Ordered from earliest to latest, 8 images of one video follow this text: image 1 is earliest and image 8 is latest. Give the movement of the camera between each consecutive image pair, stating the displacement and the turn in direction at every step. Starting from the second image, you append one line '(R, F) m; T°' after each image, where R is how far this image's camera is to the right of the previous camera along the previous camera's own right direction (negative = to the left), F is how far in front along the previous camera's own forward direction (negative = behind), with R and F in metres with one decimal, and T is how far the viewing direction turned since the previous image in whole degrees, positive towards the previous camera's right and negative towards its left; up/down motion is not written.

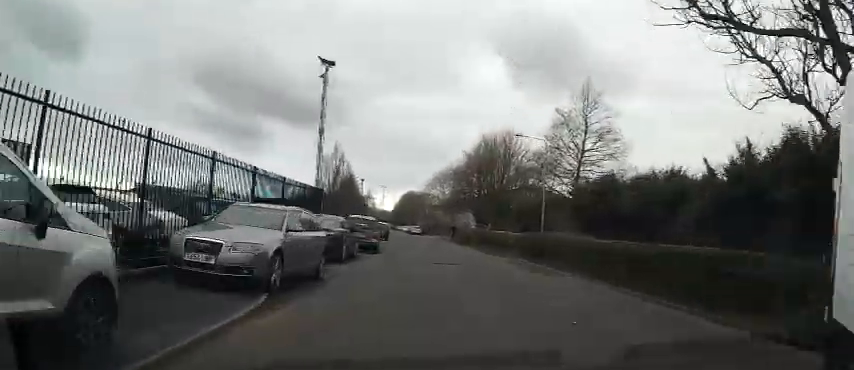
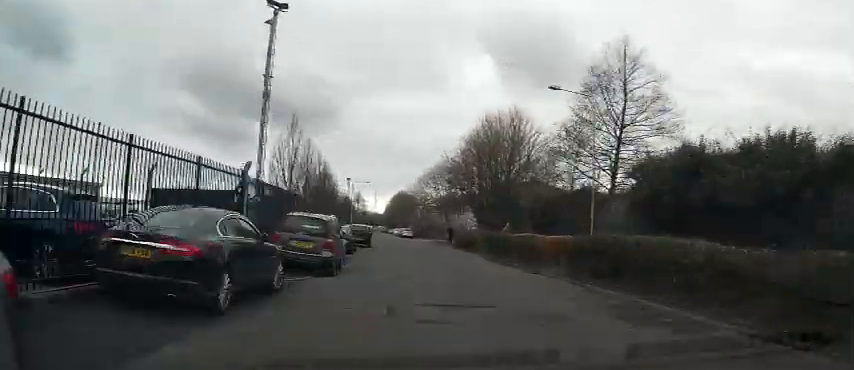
(0.0, +9.1) m; +1°
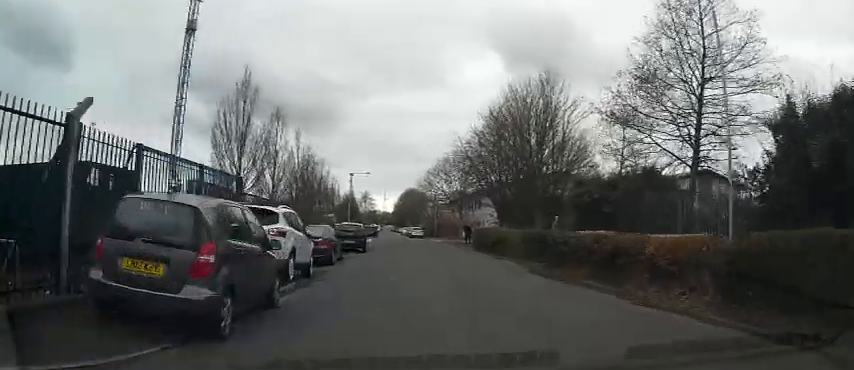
(+0.2, +8.5) m; -2°
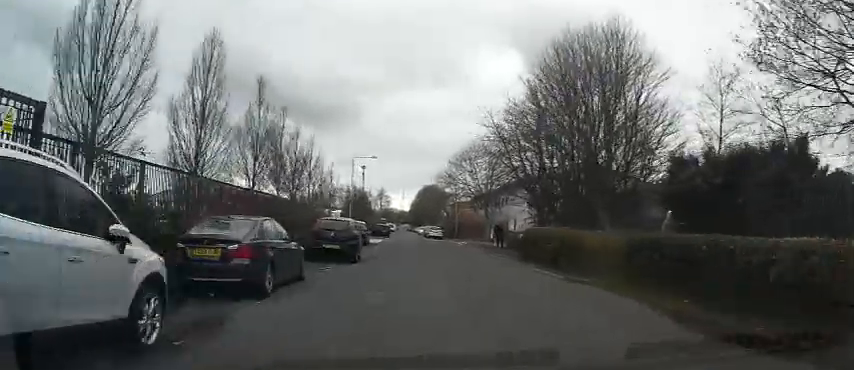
(-0.5, +9.1) m; -2°
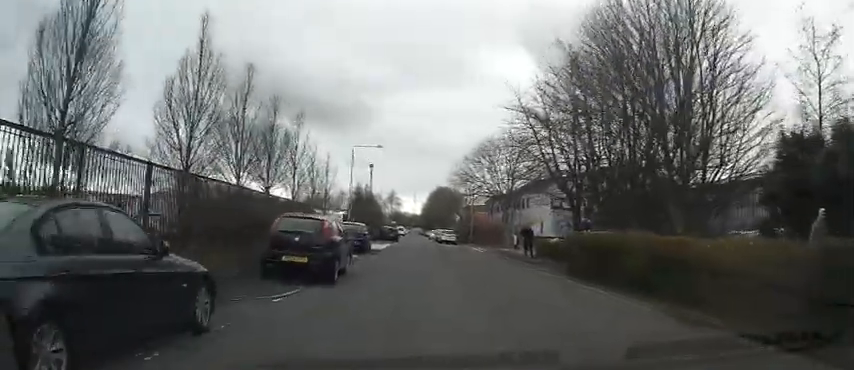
(+0.1, +6.1) m; +1°
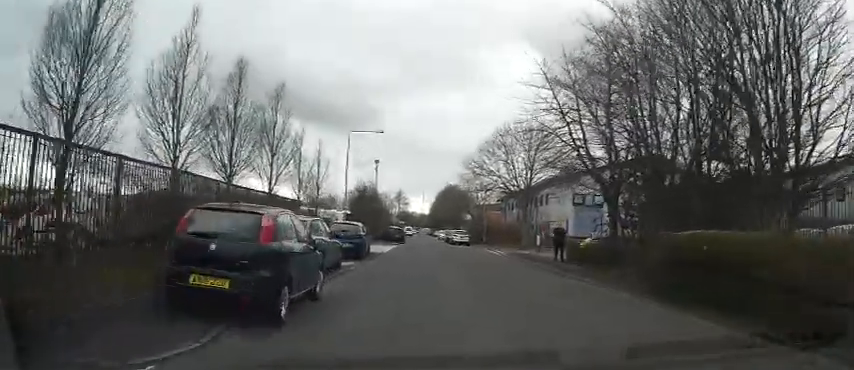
(0.0, +4.9) m; -1°
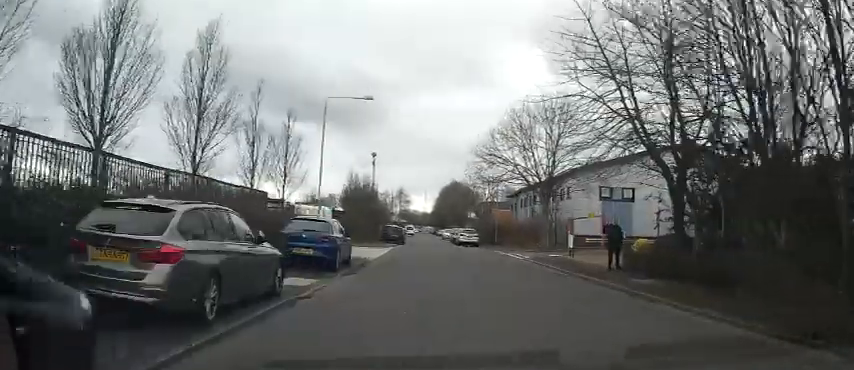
(-0.1, +6.8) m; -1°
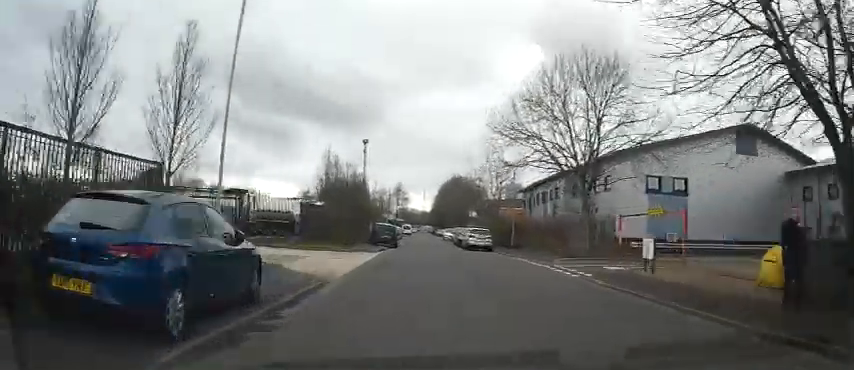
(-0.2, +9.2) m; -1°
